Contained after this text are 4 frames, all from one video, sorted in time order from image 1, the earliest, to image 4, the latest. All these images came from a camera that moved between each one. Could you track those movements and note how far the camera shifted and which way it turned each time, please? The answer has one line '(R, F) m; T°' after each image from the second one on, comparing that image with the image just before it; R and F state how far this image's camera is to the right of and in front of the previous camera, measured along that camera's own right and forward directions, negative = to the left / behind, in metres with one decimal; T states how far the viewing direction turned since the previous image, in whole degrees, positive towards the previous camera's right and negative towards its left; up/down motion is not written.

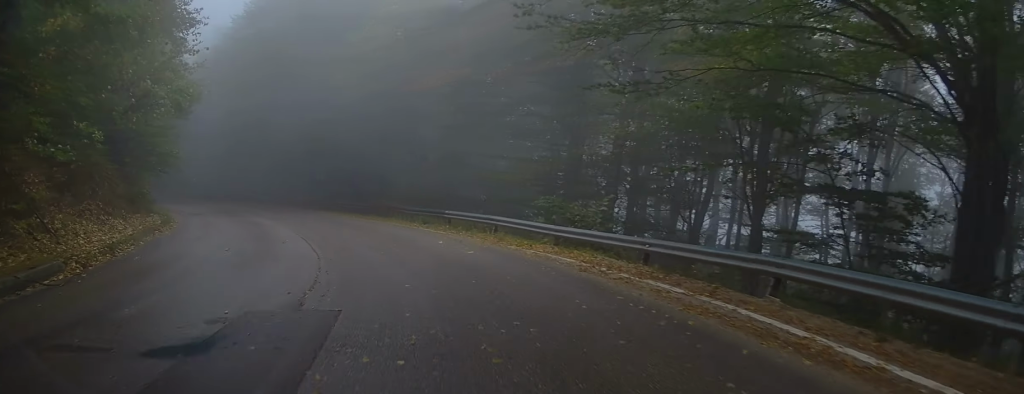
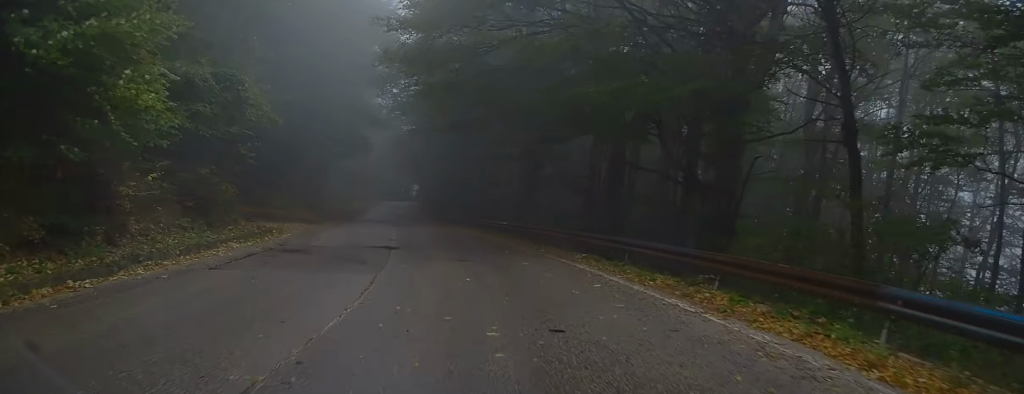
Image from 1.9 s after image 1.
(-4.9, +19.8) m; -22°
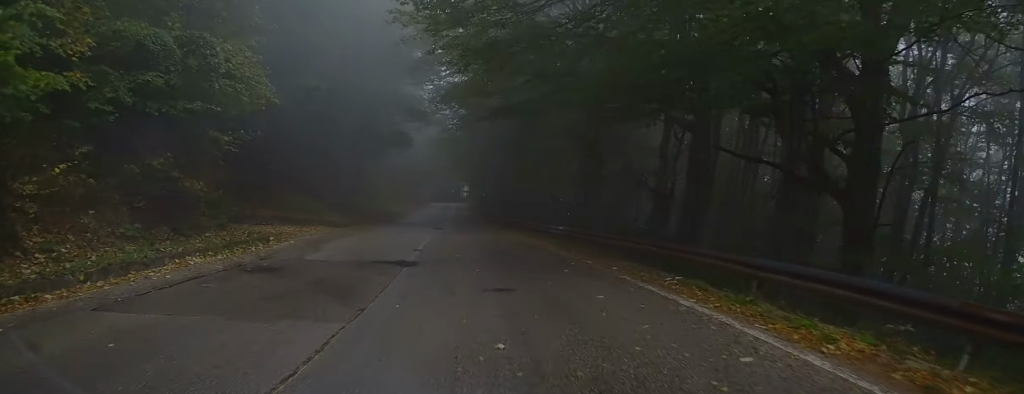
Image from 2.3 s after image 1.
(-0.2, +5.3) m; -2°
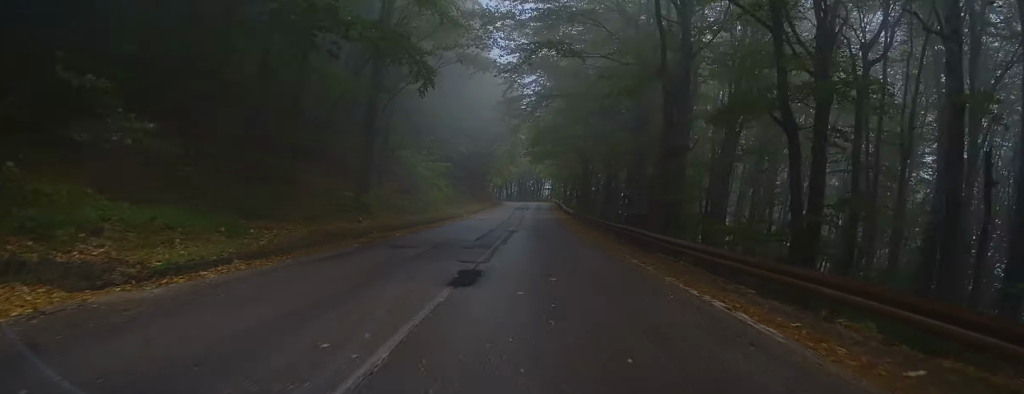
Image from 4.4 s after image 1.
(-1.5, +25.8) m; -6°
